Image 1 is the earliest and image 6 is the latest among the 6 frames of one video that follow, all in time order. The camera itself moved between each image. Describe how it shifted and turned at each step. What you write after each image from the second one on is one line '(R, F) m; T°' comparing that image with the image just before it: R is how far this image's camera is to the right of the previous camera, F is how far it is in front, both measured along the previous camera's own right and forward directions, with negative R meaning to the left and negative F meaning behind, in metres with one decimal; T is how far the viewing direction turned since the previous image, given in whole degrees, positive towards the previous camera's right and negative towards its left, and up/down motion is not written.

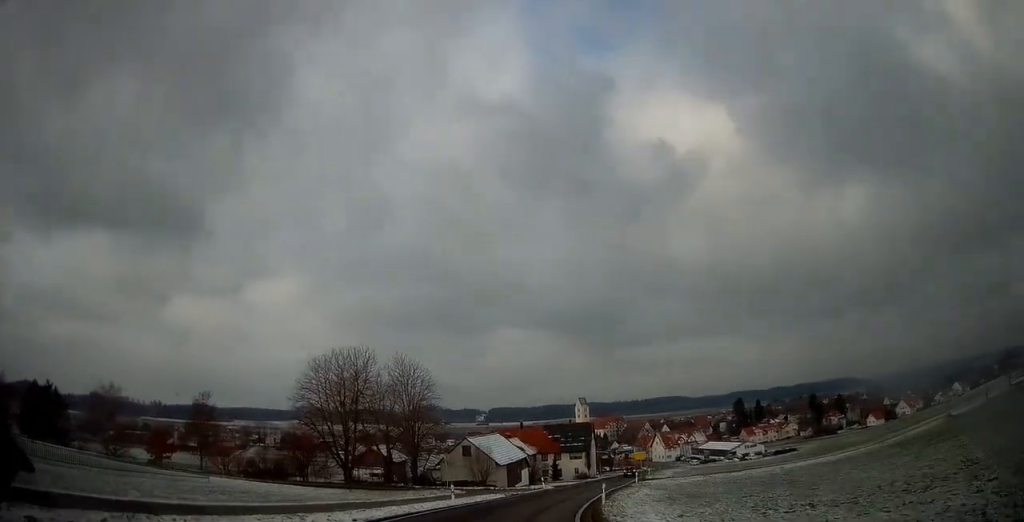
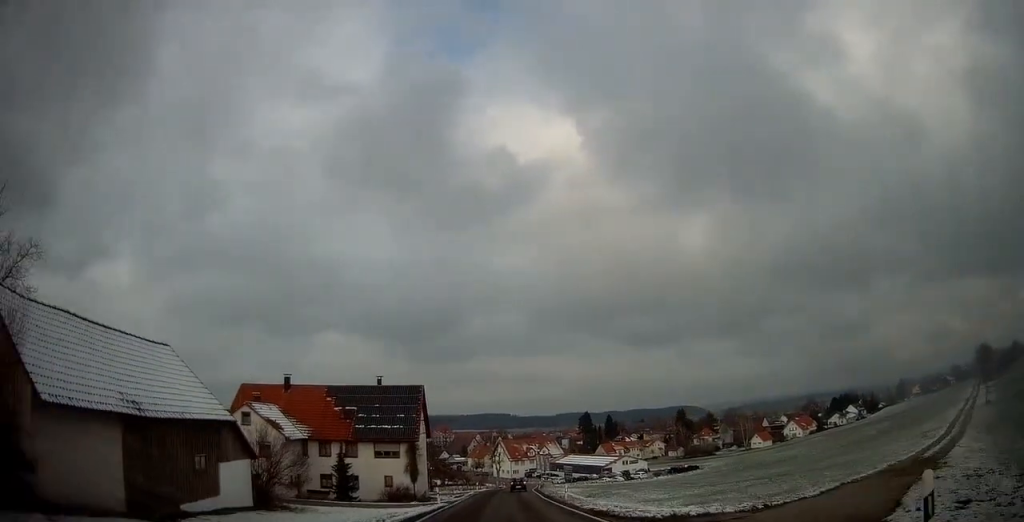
(+8.2, +47.9) m; +15°
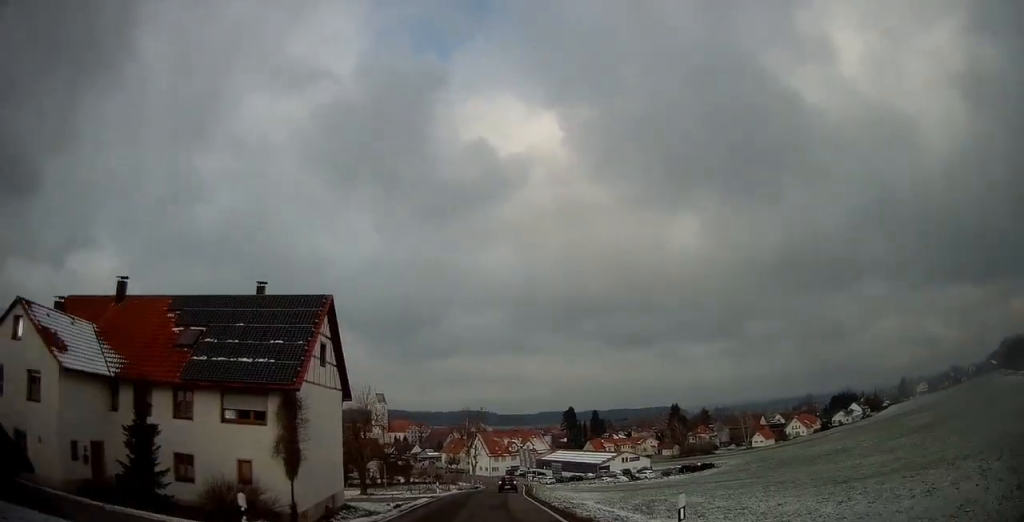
(+0.8, +23.7) m; +4°
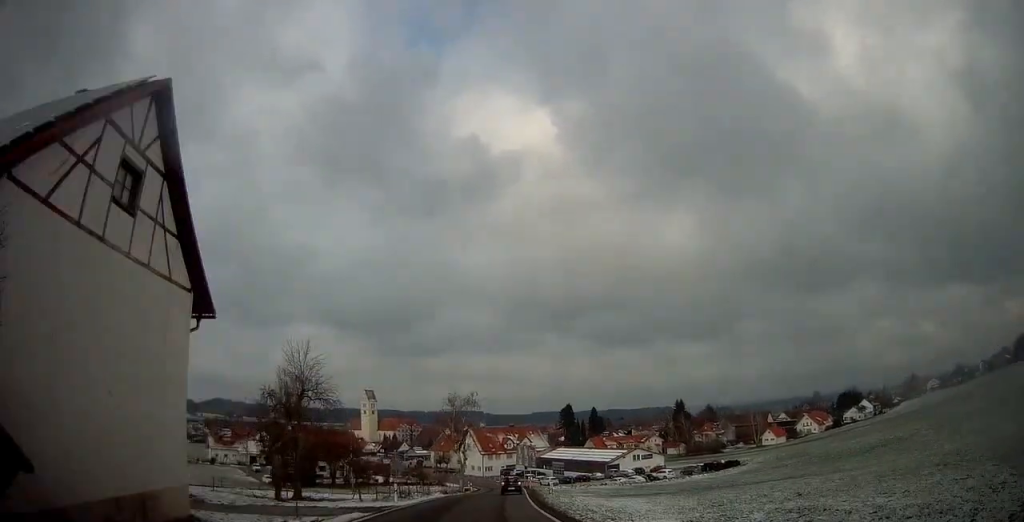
(+0.4, +16.3) m; +3°
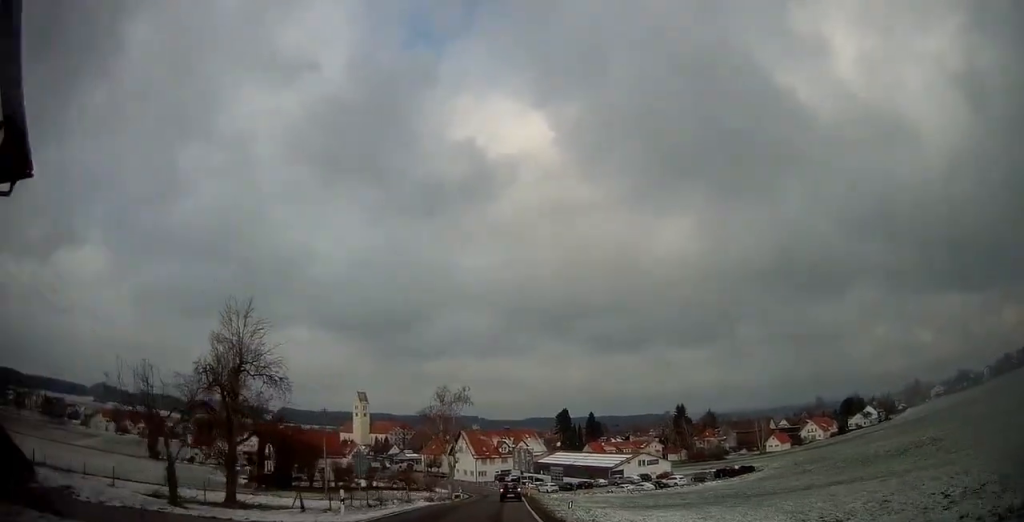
(+0.2, +8.9) m; +1°
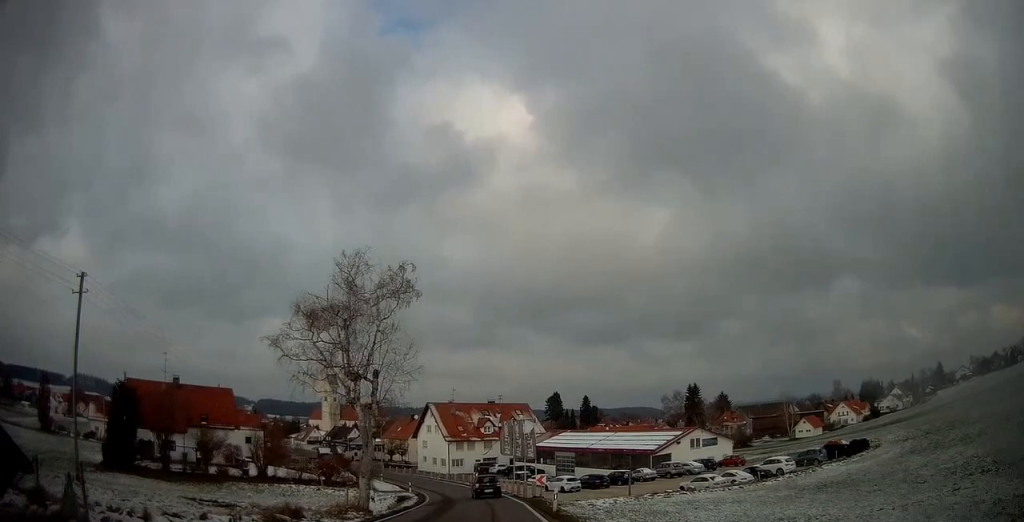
(+1.4, +38.9) m; +4°
